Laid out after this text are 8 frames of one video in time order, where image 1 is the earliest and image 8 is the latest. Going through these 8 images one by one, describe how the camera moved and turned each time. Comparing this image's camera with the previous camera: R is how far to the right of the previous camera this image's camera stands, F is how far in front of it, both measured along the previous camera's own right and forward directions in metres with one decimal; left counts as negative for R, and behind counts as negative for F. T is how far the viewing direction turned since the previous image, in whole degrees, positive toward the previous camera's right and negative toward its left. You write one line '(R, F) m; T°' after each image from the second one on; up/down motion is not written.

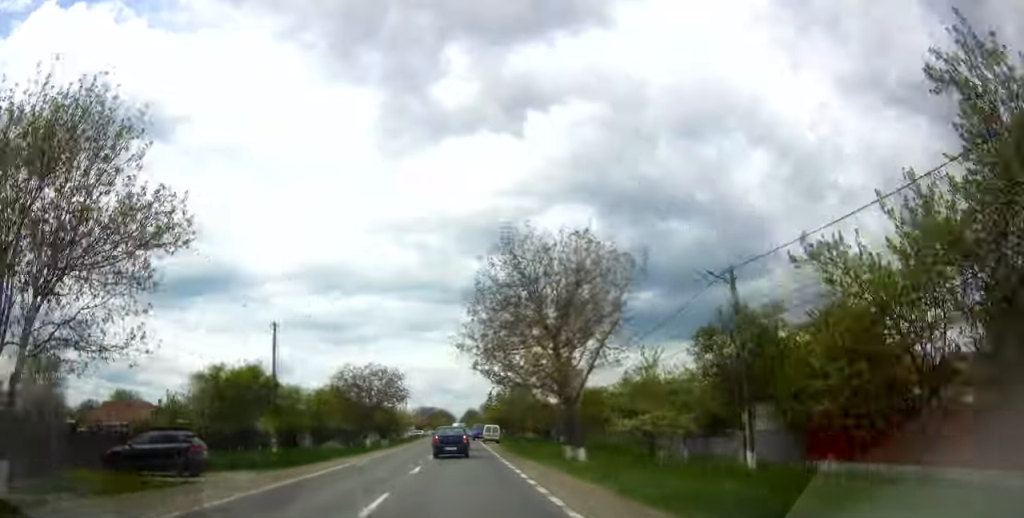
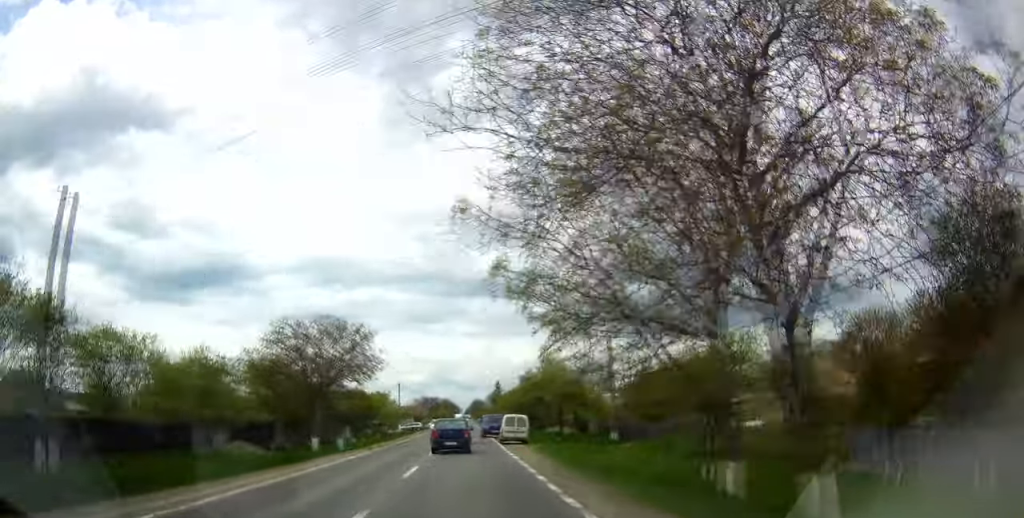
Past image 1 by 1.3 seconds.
(+0.5, +20.9) m; +1°
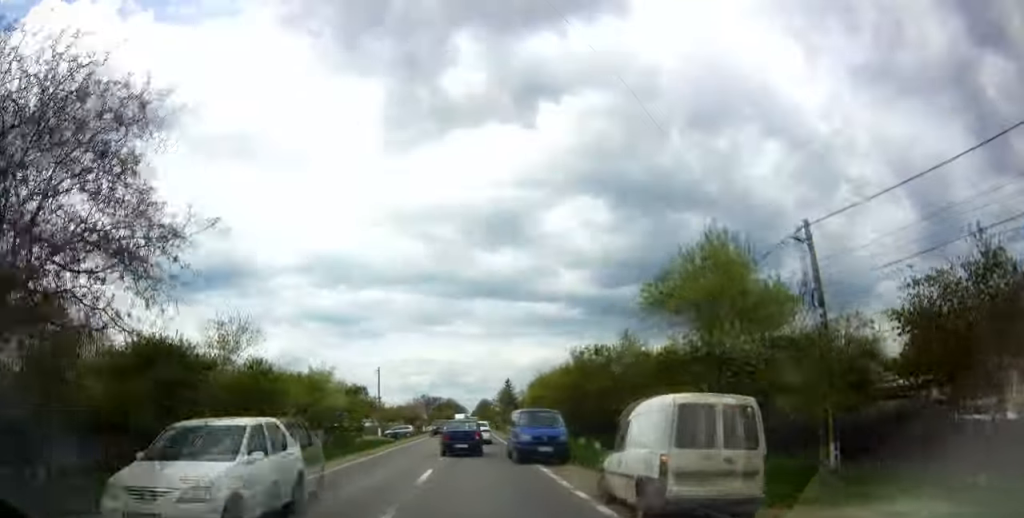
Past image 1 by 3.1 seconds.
(-1.2, +29.0) m; -3°
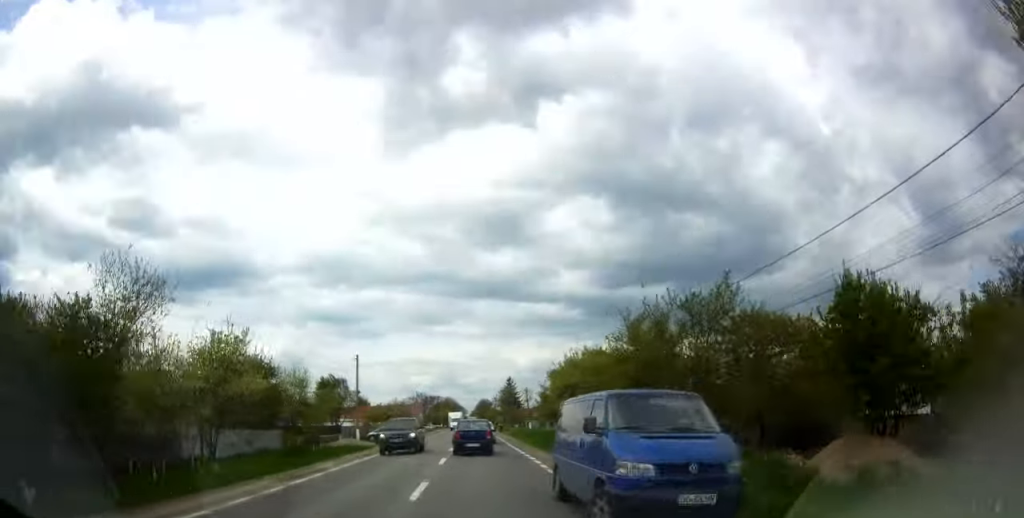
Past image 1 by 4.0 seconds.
(+0.2, +13.5) m; +1°
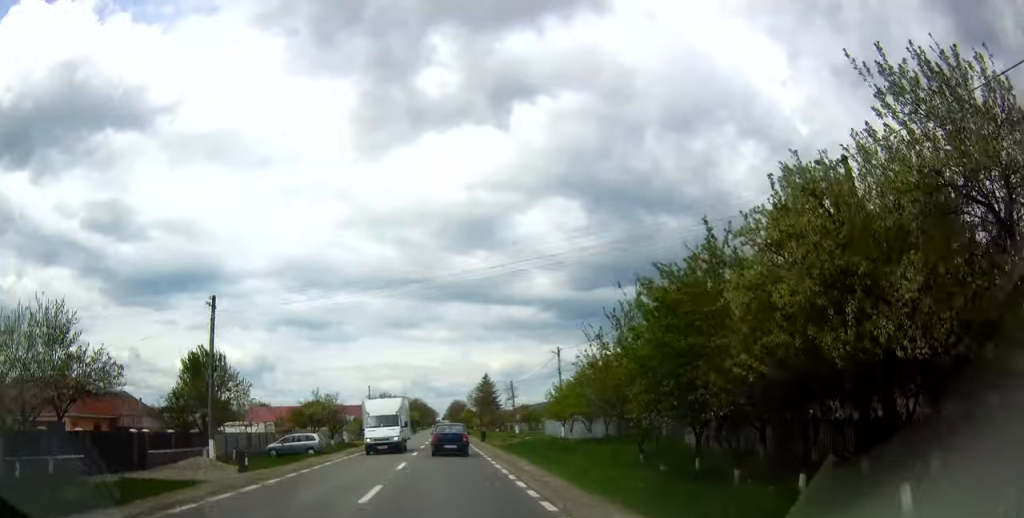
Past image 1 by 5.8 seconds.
(+0.2, +27.3) m; 0°
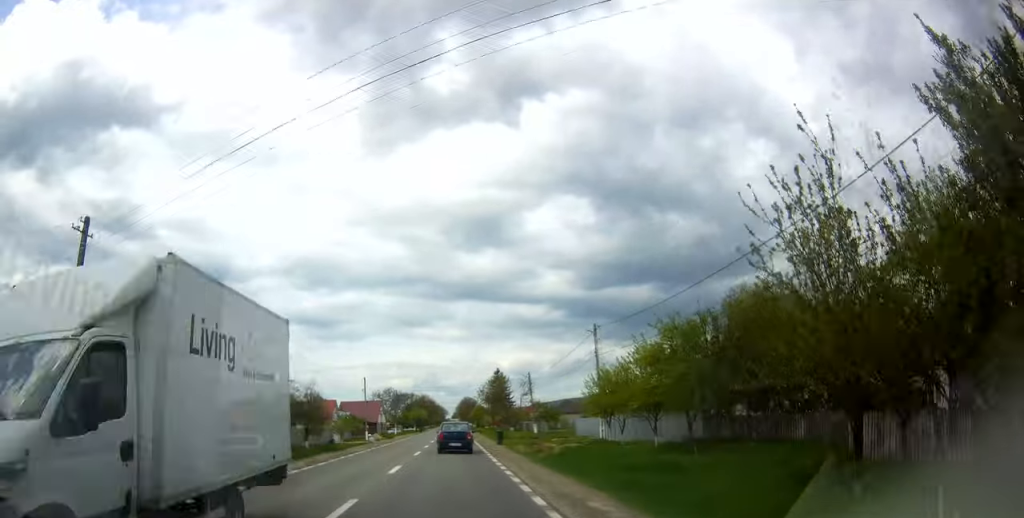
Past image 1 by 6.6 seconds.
(-0.1, +11.3) m; 0°
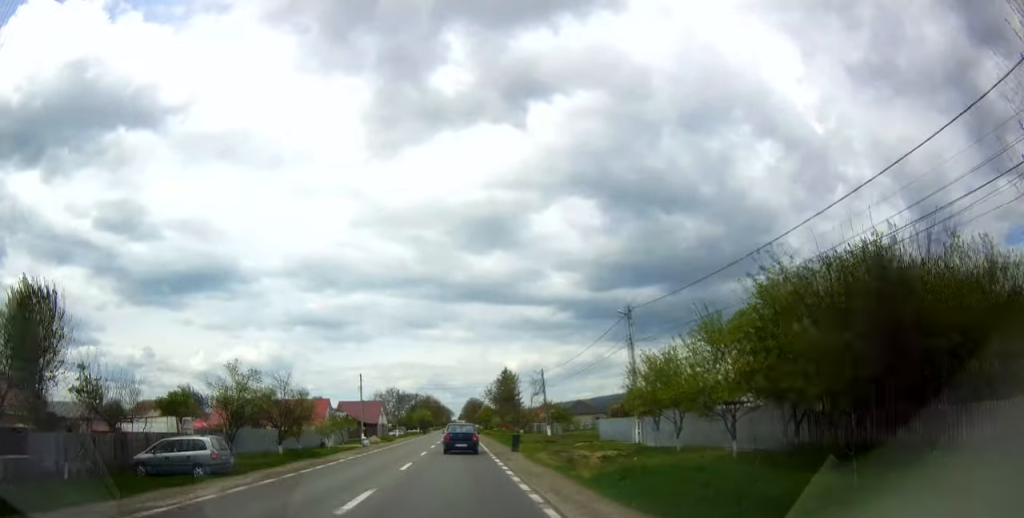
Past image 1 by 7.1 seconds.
(+0.1, +6.8) m; +1°
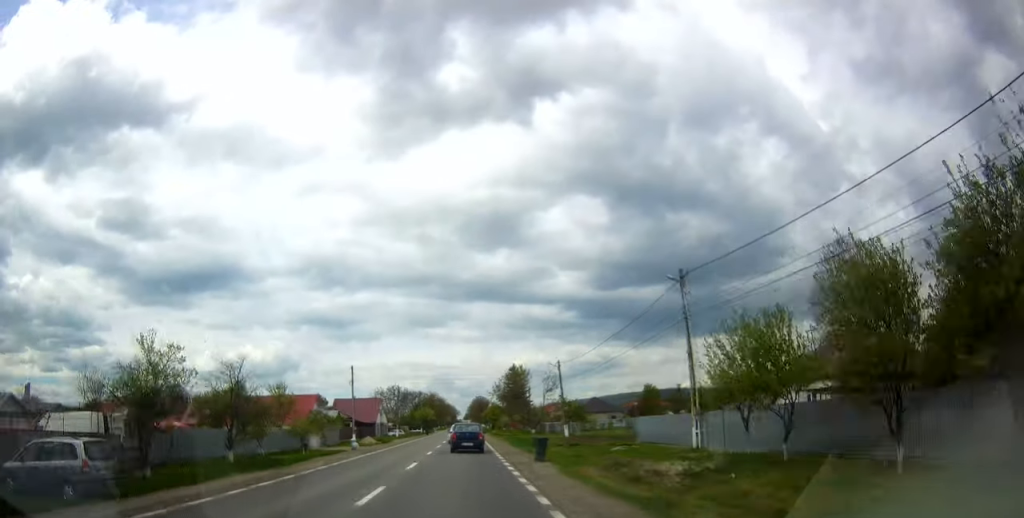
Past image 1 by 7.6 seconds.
(0.0, +7.4) m; 0°
